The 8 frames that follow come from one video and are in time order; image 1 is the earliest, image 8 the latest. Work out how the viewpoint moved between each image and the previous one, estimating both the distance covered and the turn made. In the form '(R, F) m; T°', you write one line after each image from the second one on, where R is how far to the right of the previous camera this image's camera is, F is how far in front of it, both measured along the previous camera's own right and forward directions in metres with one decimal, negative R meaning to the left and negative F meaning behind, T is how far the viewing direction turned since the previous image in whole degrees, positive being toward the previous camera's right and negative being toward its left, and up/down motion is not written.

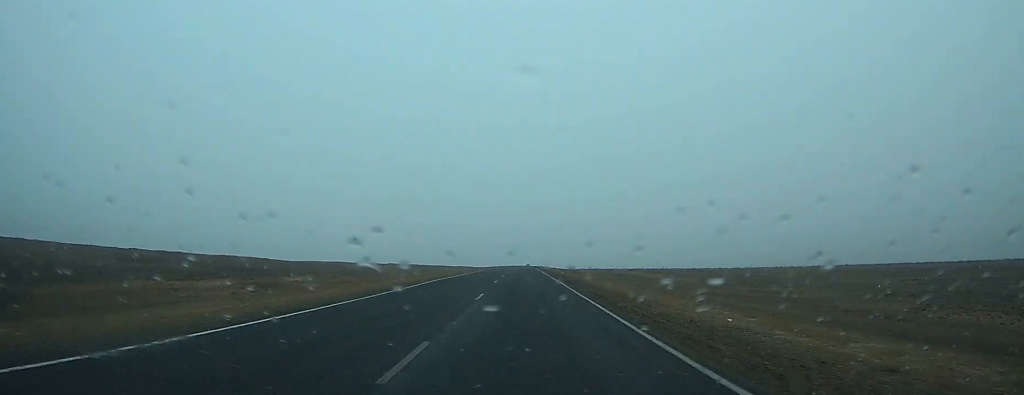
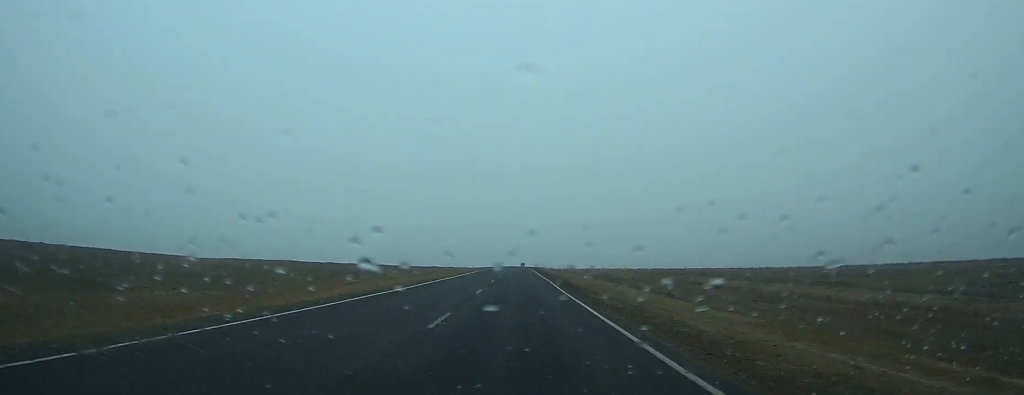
(+0.5, +82.3) m; +1°
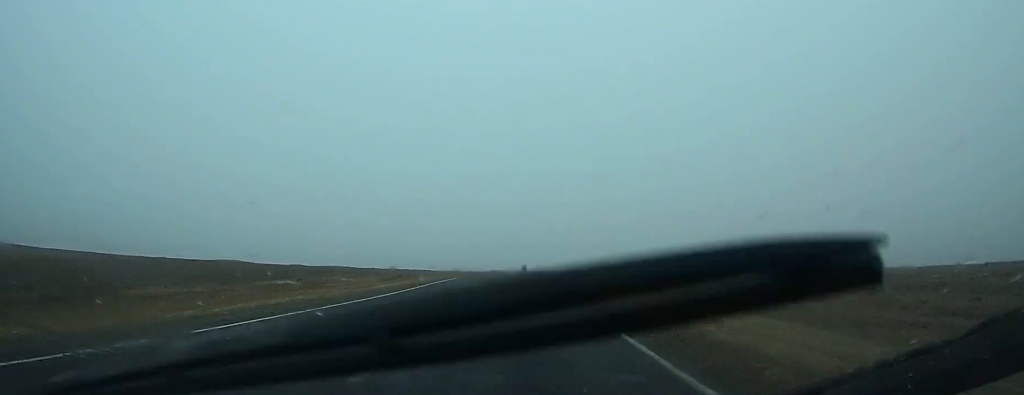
(+0.3, +63.1) m; 0°
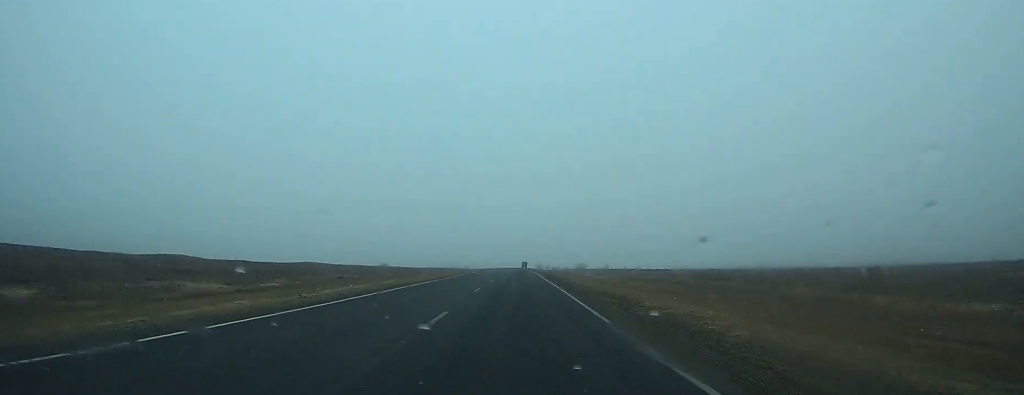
(0.0, +41.0) m; 0°
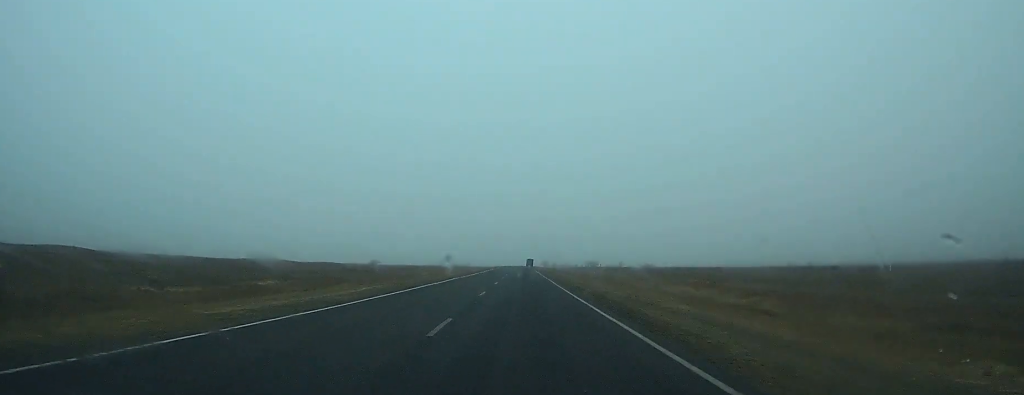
(0.0, +61.5) m; 0°
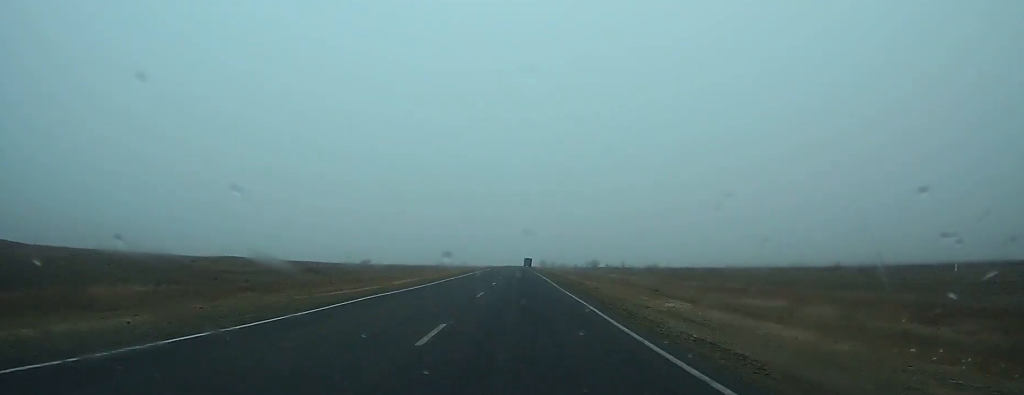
(+0.1, +25.5) m; 0°
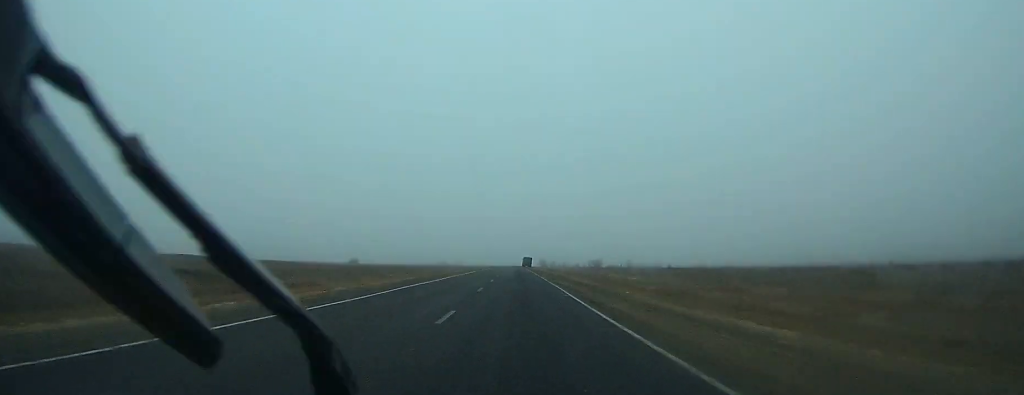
(+0.1, +33.9) m; 0°
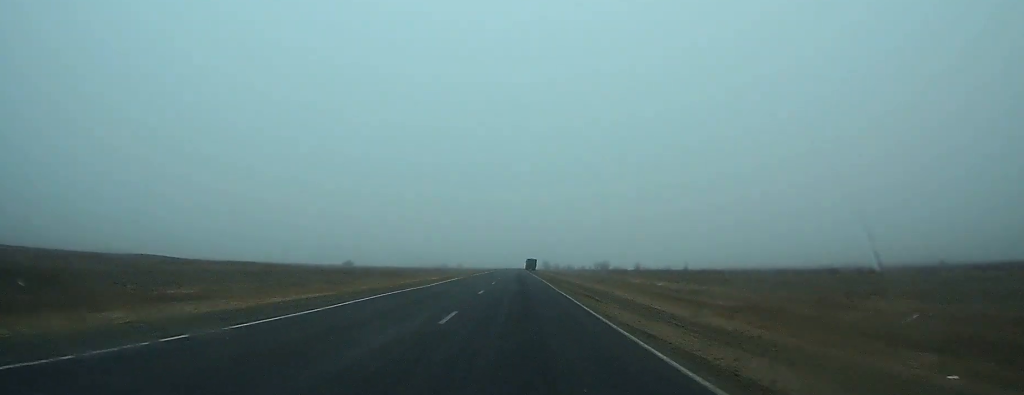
(0.0, +22.9) m; 0°
